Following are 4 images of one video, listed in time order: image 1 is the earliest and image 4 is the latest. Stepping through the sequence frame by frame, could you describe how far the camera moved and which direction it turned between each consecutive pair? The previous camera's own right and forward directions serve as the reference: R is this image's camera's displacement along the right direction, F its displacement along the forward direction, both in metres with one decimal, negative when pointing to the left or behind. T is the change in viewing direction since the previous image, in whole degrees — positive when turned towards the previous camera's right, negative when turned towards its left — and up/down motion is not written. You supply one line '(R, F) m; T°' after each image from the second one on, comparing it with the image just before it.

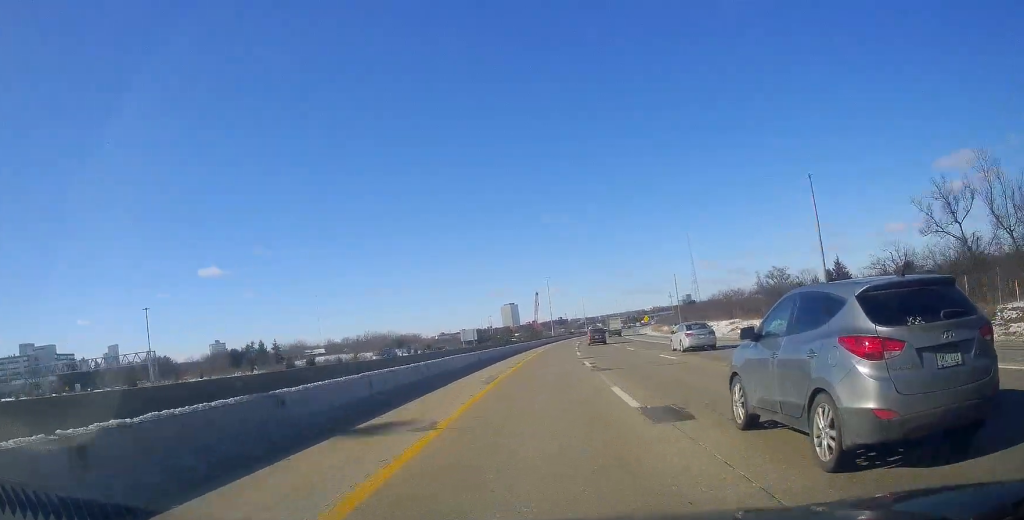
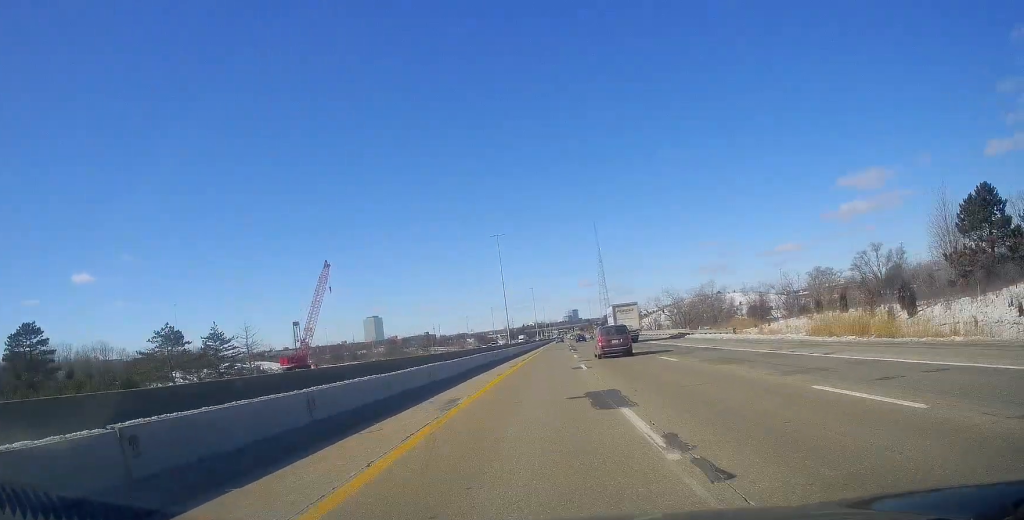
(+26.1, +229.7) m; +12°
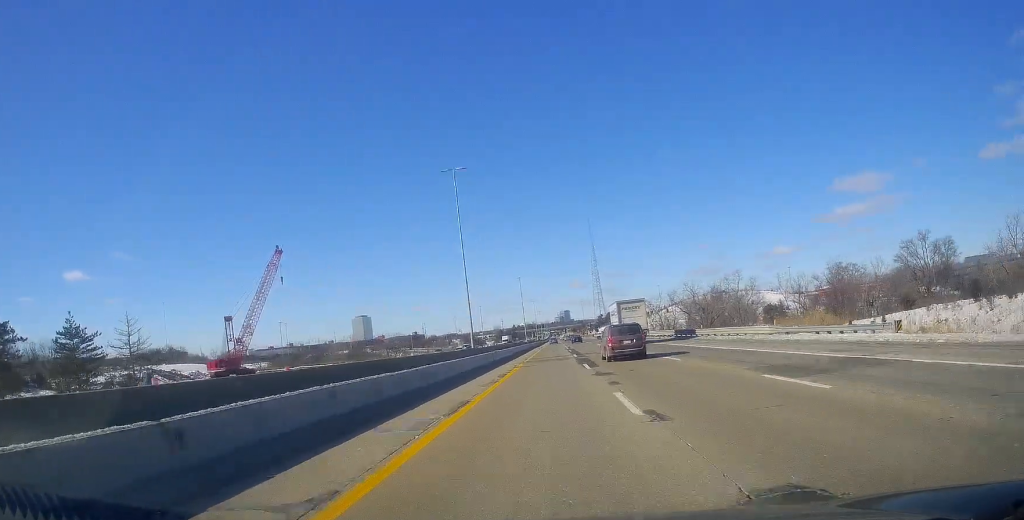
(+0.2, +29.9) m; 0°
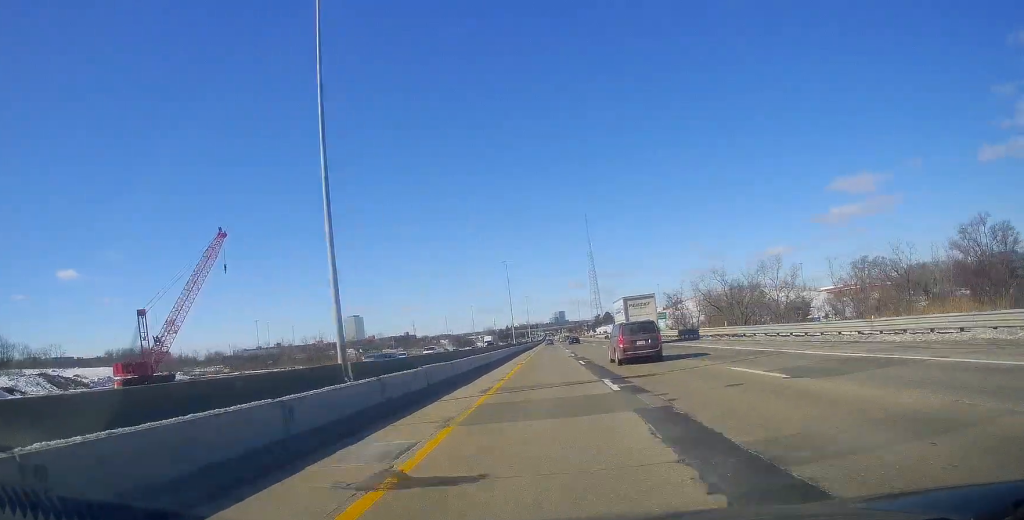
(-0.1, +27.4) m; 0°
